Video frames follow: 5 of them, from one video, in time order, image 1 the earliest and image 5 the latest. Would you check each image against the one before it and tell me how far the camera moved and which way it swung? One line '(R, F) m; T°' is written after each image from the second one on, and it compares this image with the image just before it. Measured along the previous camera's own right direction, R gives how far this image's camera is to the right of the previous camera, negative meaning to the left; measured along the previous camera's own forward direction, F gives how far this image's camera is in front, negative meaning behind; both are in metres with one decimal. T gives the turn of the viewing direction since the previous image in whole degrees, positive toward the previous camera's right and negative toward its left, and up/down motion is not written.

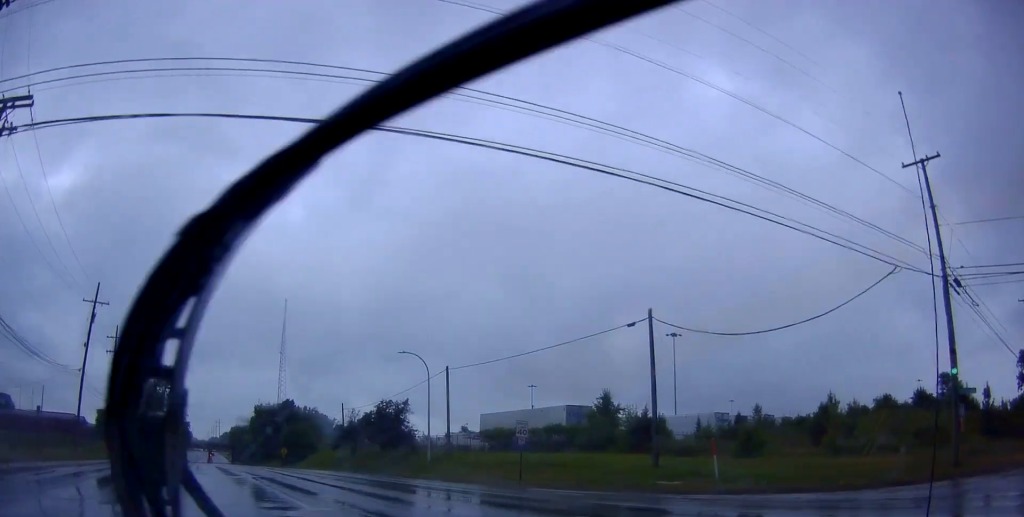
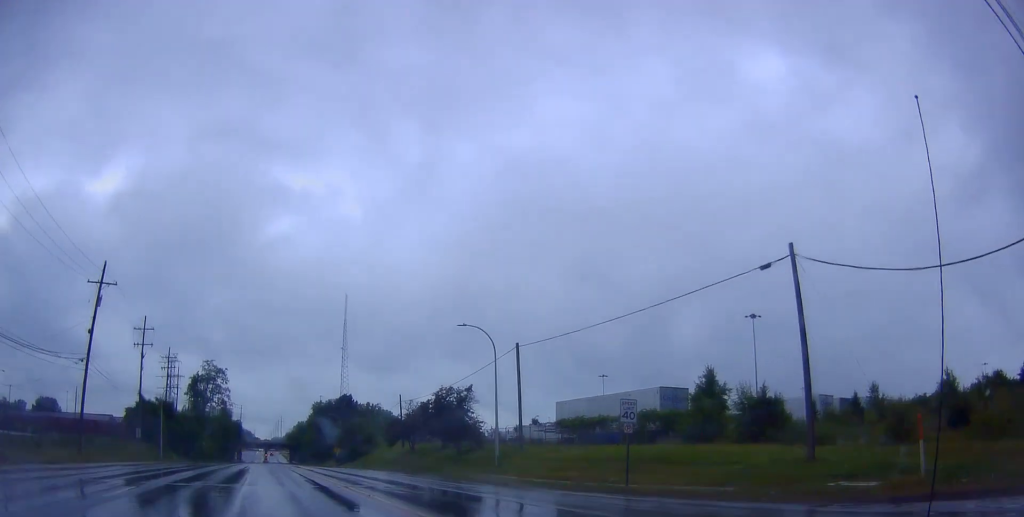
(-0.7, +6.5) m; -12°
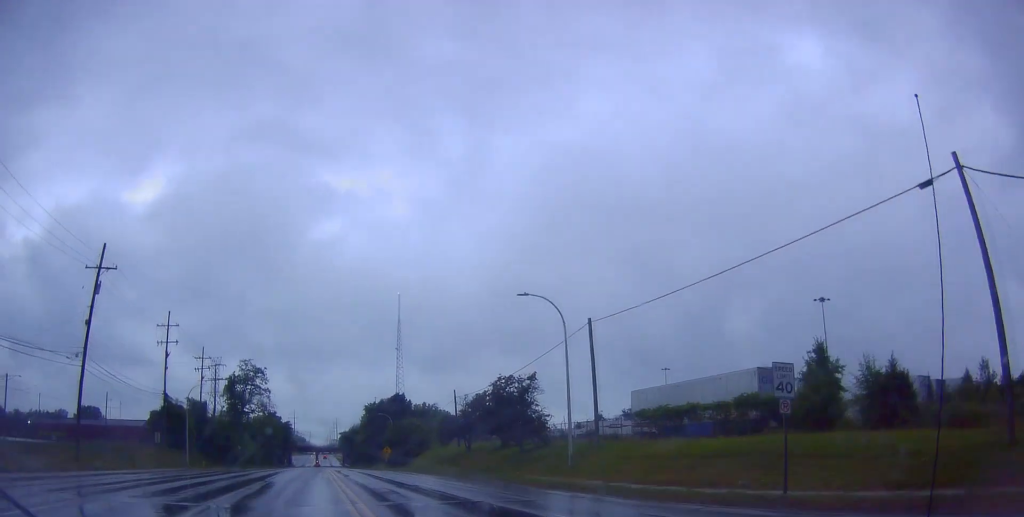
(-0.6, +5.9) m; -6°
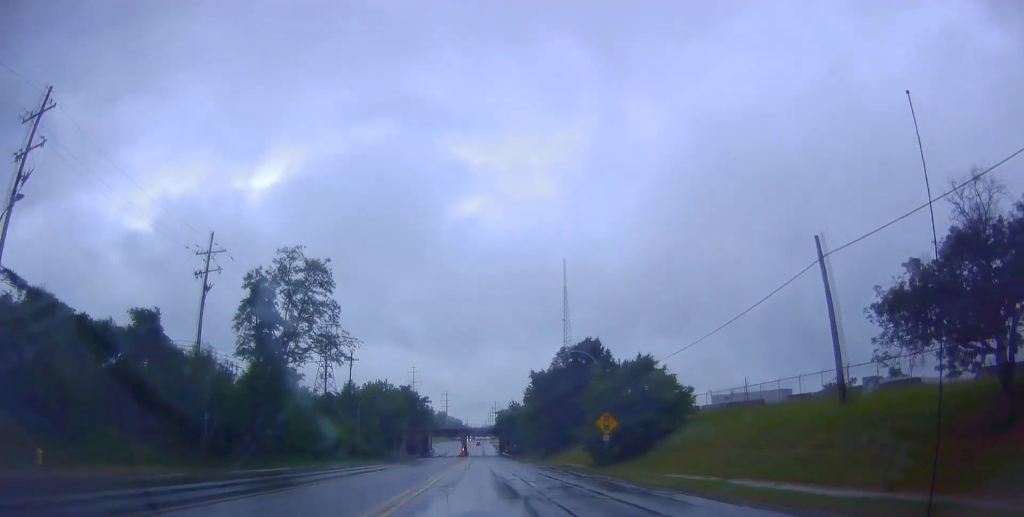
(-5.3, +45.9) m; -16°
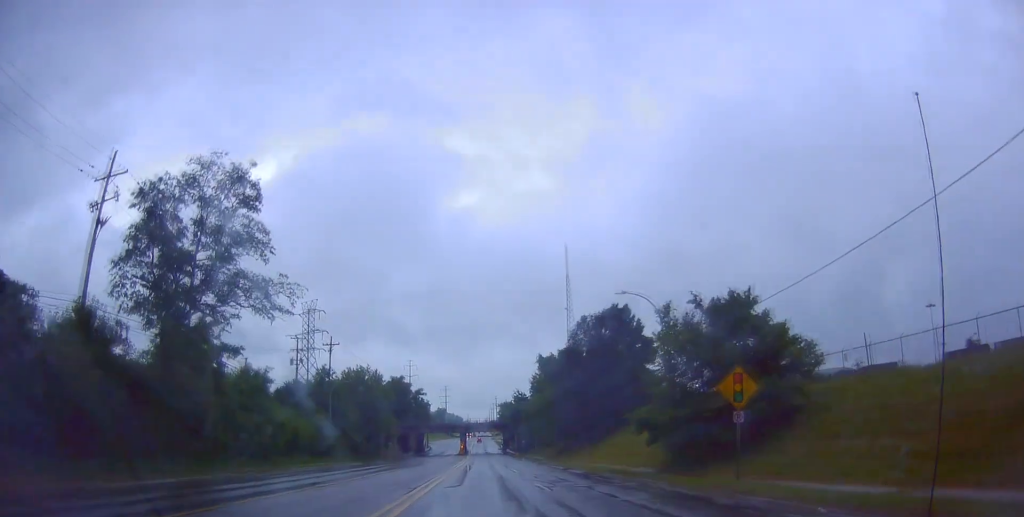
(+0.3, +16.2) m; +1°
